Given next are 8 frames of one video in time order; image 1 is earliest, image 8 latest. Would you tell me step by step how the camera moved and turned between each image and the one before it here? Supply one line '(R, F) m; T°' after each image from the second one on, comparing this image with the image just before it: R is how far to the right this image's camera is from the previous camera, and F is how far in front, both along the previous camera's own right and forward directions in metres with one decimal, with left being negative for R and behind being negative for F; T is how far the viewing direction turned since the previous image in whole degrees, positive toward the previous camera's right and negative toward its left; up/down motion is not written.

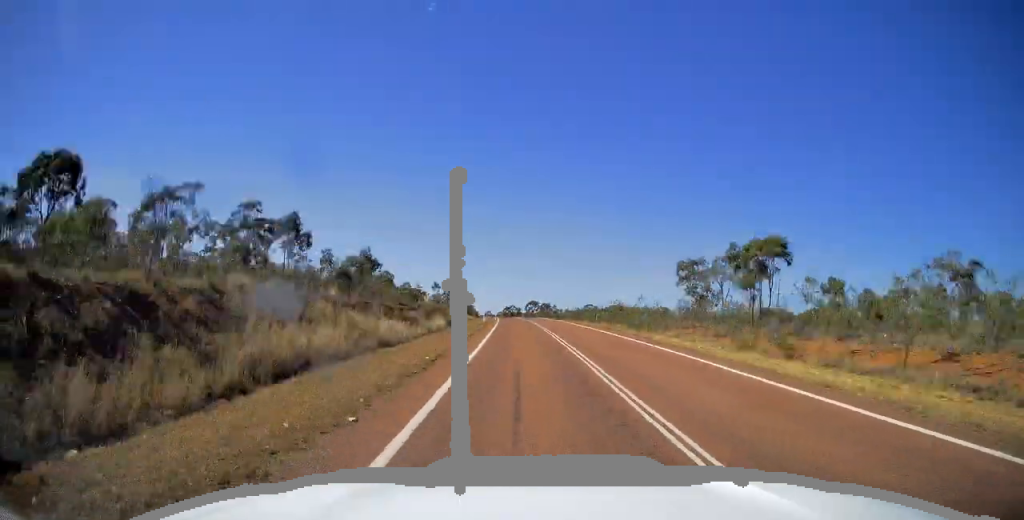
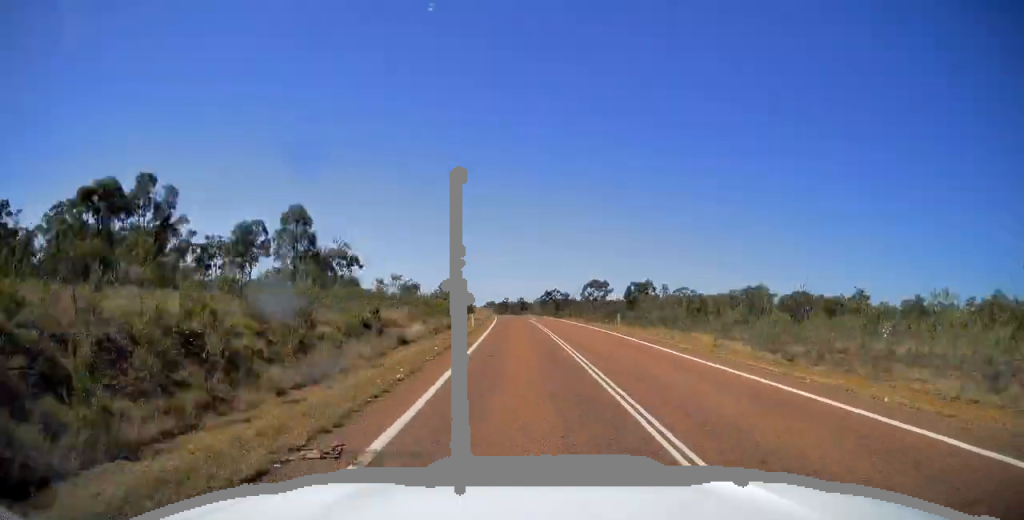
(-6.8, +119.3) m; -2°
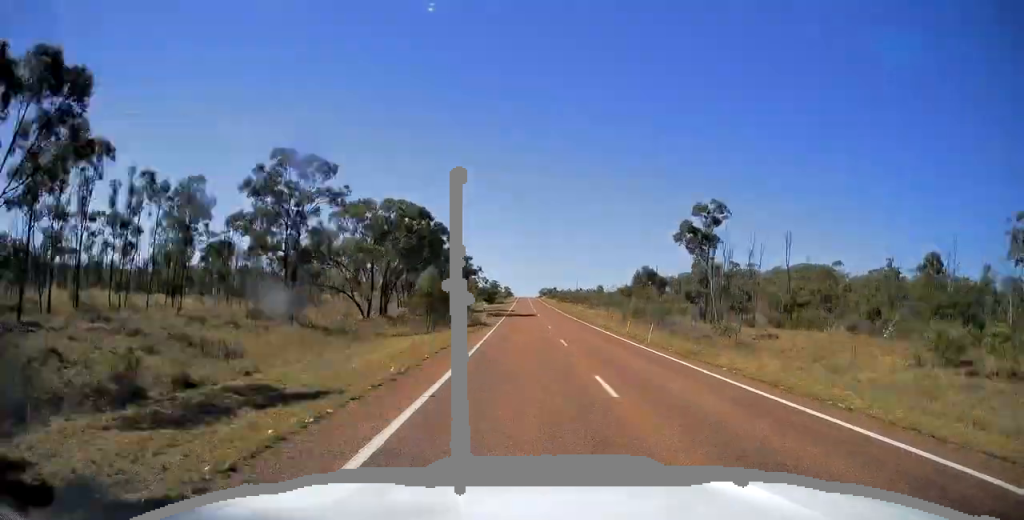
(-19.9, +398.7) m; -3°
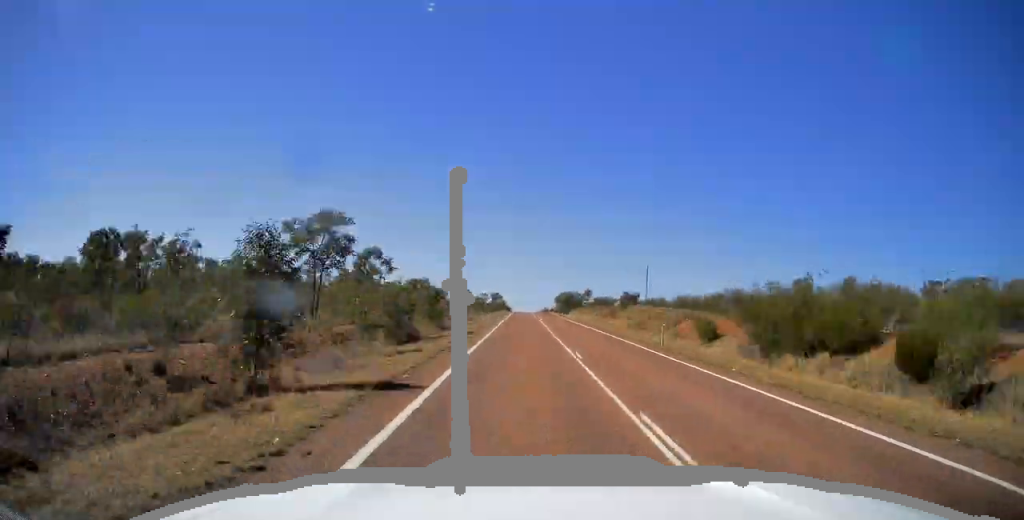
(+0.4, +190.0) m; 0°
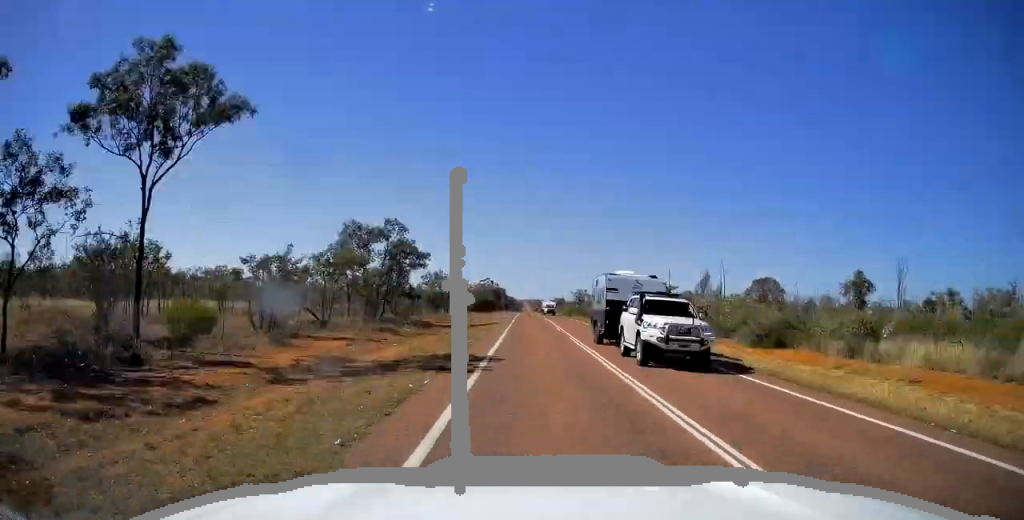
(-0.2, +280.4) m; 0°
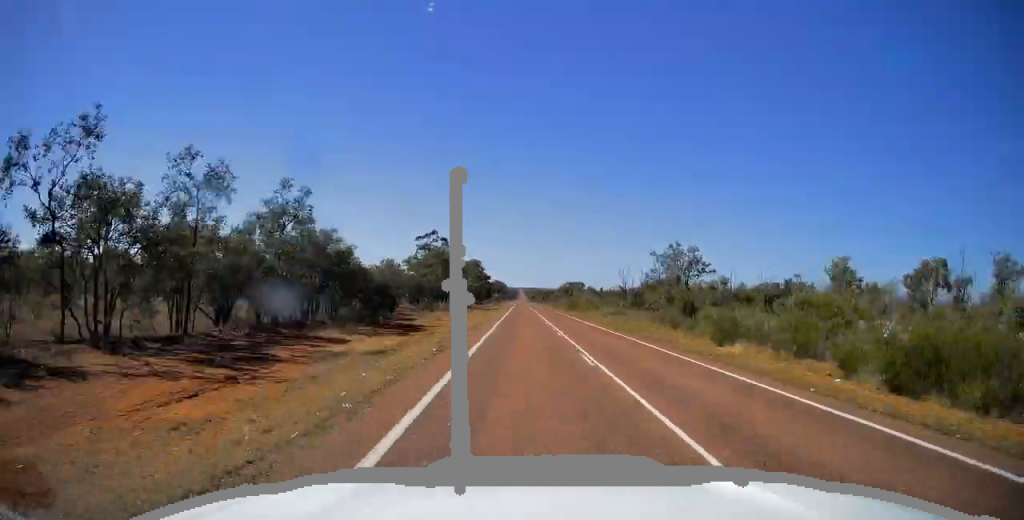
(+0.4, +140.3) m; 0°
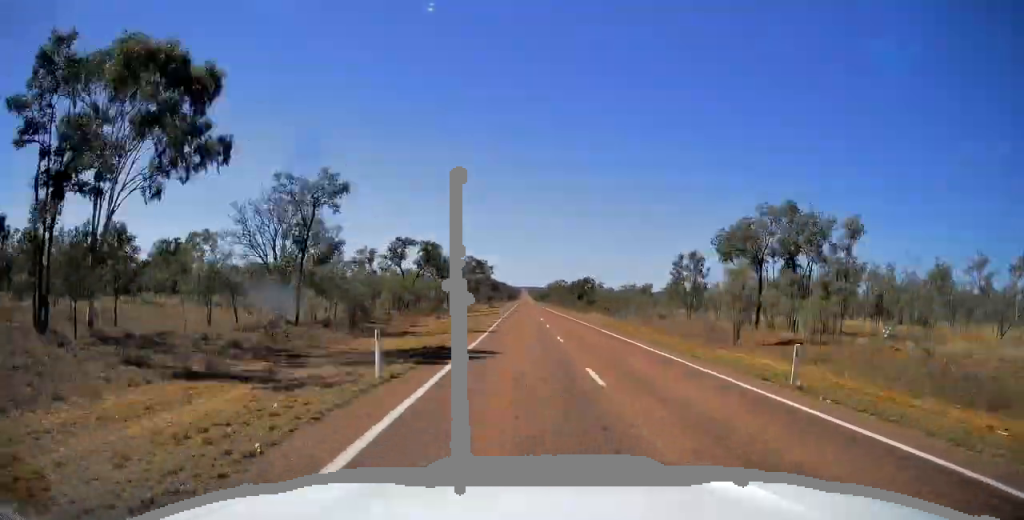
(+0.4, +200.4) m; 0°
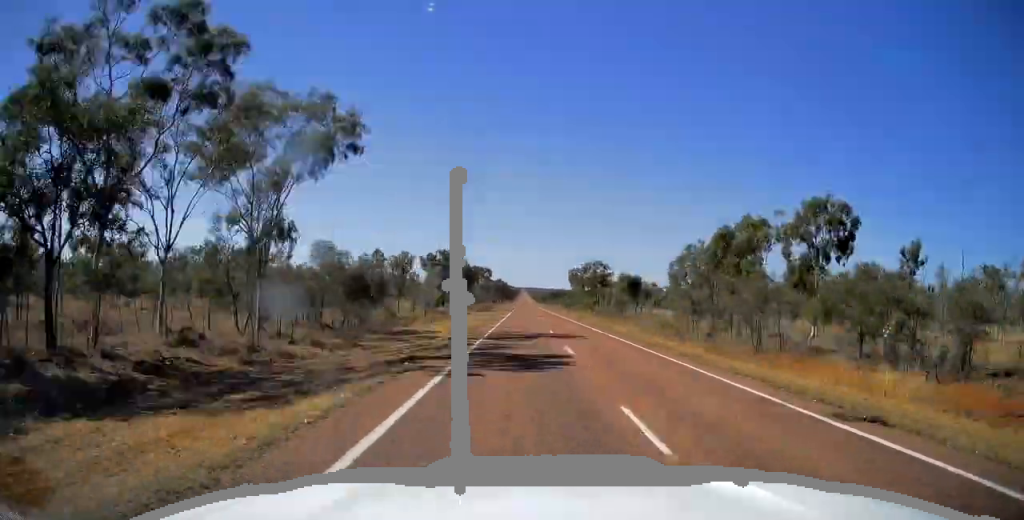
(0.0, +140.3) m; 0°
